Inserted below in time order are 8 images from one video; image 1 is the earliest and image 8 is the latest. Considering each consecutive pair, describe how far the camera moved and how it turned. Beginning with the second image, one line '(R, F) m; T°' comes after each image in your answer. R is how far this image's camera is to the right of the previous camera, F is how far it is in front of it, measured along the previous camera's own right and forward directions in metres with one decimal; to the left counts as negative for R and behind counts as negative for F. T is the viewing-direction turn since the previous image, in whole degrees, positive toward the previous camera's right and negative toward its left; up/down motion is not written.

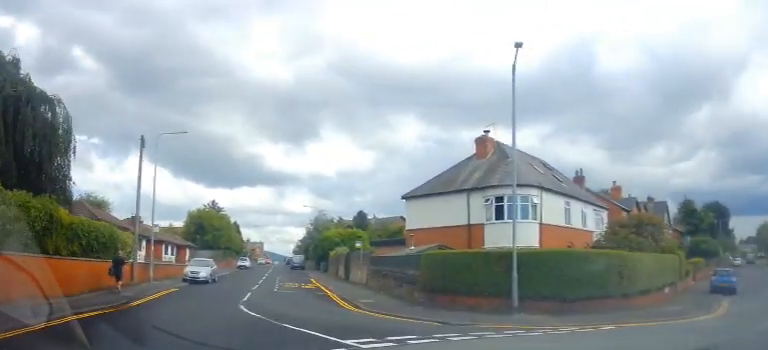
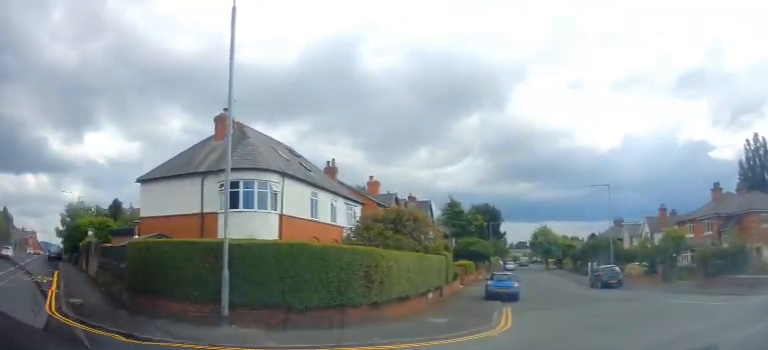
(+1.0, +3.3) m; +27°
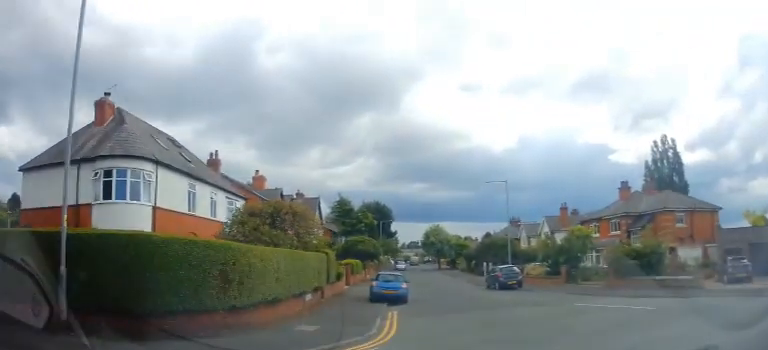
(+0.2, +2.1) m; +10°
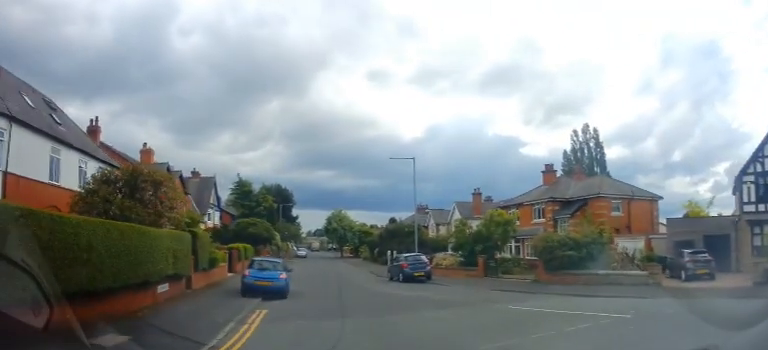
(+0.7, +4.6) m; +13°
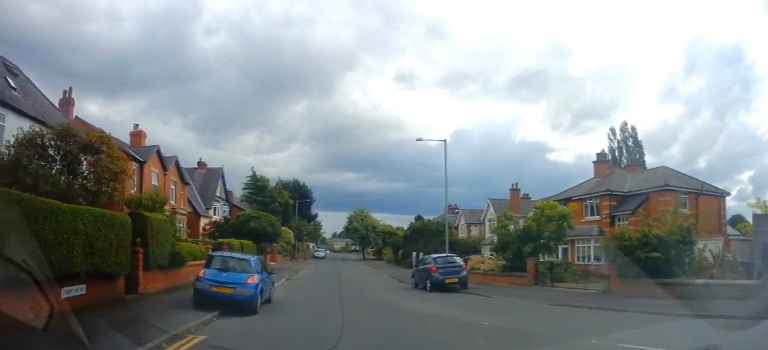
(+0.5, +5.8) m; -1°
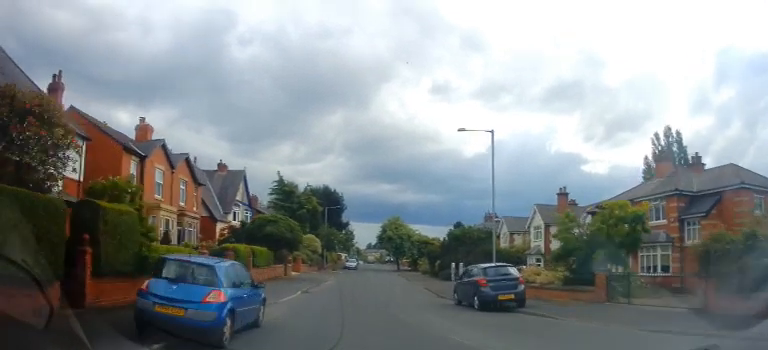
(-0.4, +4.0) m; -5°
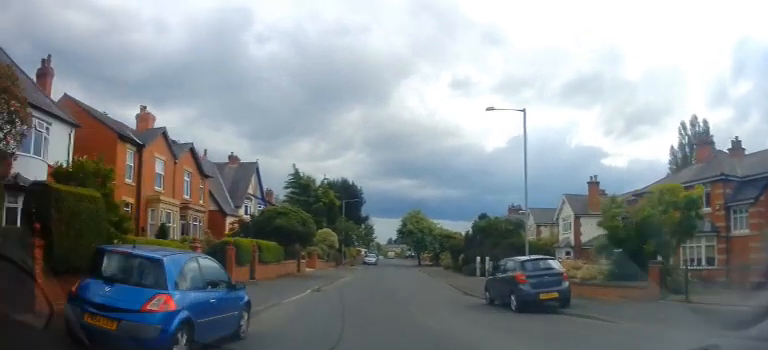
(-0.1, +2.4) m; -3°
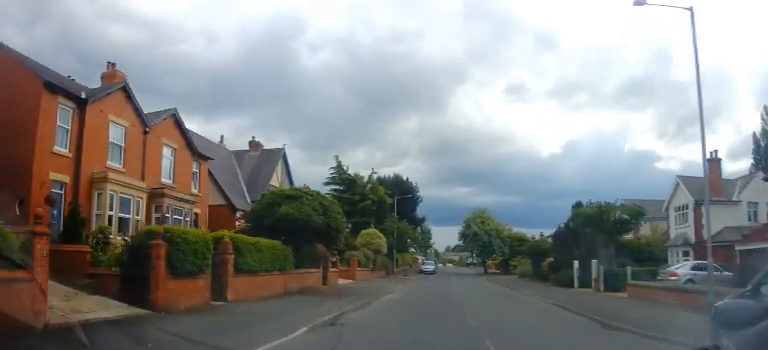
(-0.3, +9.7) m; -4°
